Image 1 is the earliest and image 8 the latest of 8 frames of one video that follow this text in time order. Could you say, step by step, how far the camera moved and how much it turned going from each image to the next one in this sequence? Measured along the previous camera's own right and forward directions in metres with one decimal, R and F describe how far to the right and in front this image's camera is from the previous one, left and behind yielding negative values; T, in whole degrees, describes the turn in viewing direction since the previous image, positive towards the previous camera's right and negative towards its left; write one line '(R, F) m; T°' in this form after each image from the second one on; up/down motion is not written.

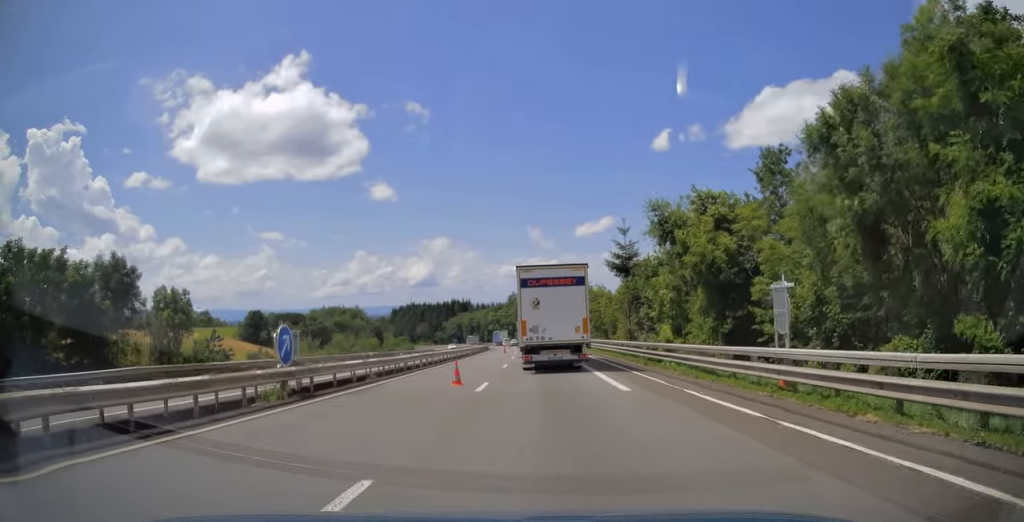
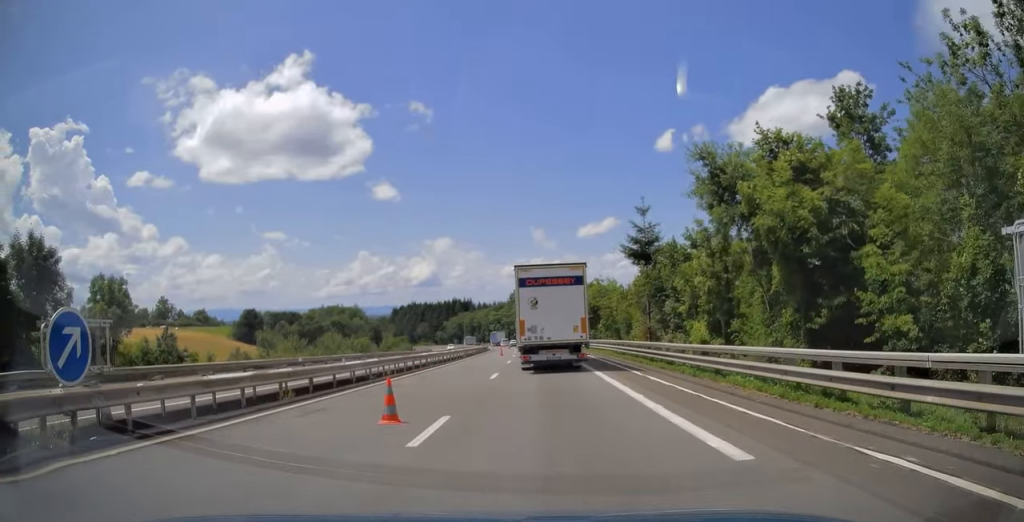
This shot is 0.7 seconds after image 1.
(0.0, +8.1) m; 0°
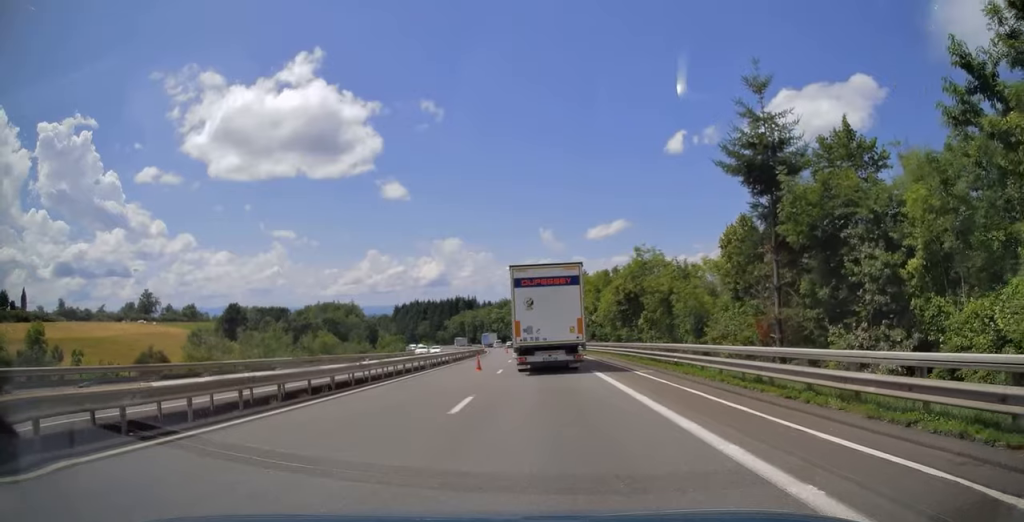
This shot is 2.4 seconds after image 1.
(-0.2, +22.1) m; -1°
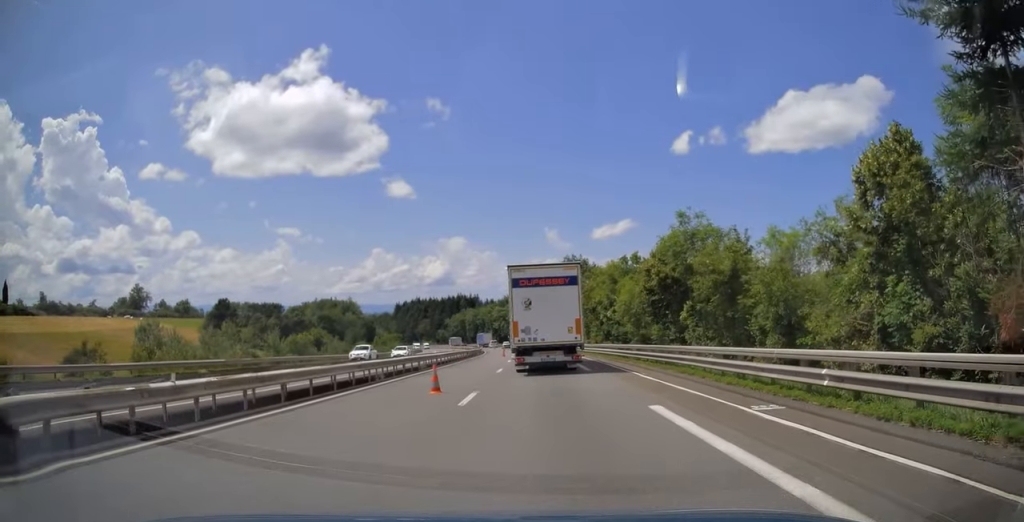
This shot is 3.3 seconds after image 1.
(+0.3, +11.8) m; 0°
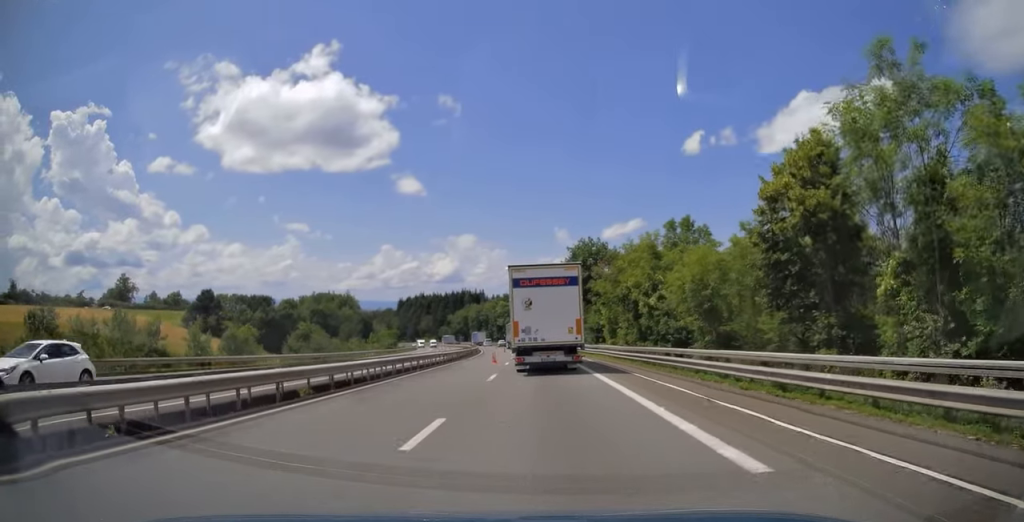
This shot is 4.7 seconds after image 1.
(-0.6, +18.3) m; -2°
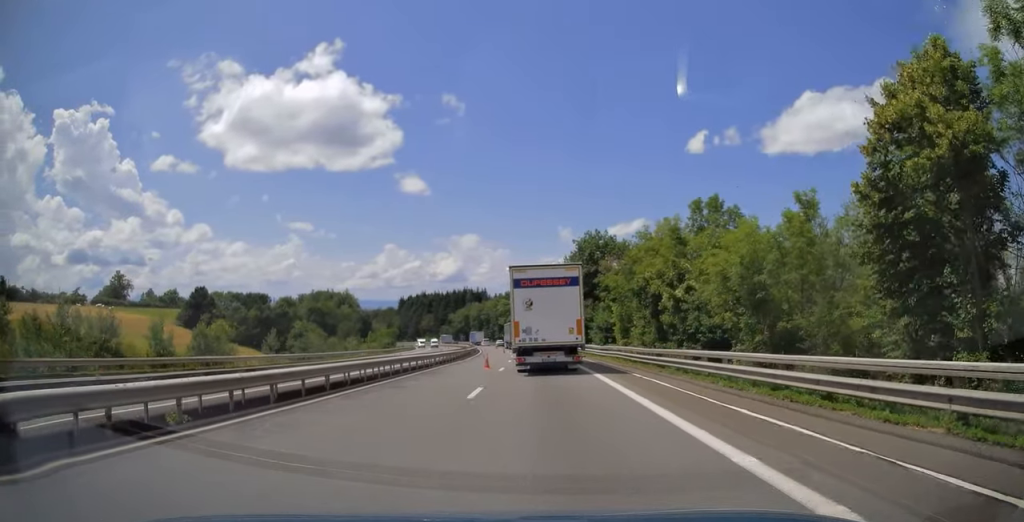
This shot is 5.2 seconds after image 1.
(-0.1, +6.4) m; +1°
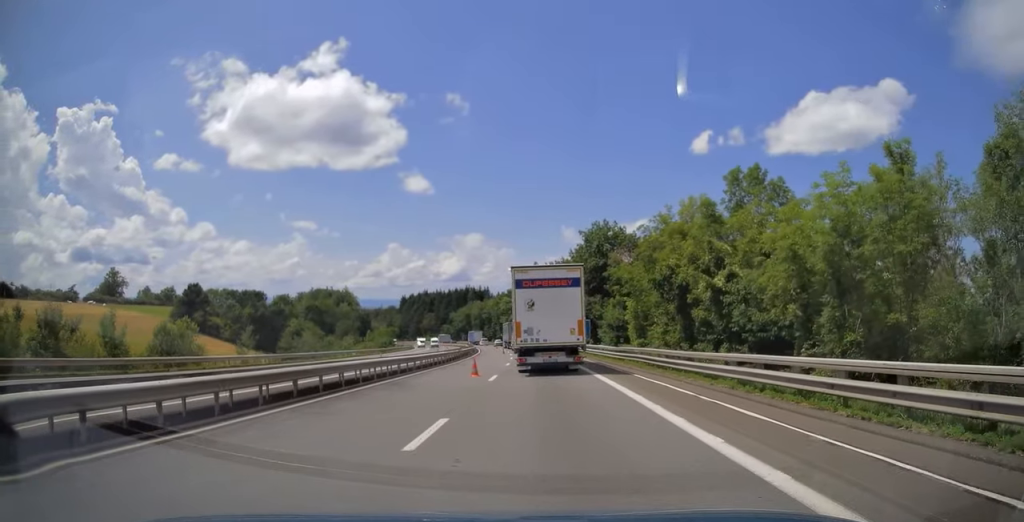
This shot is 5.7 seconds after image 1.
(+0.1, +6.7) m; 0°
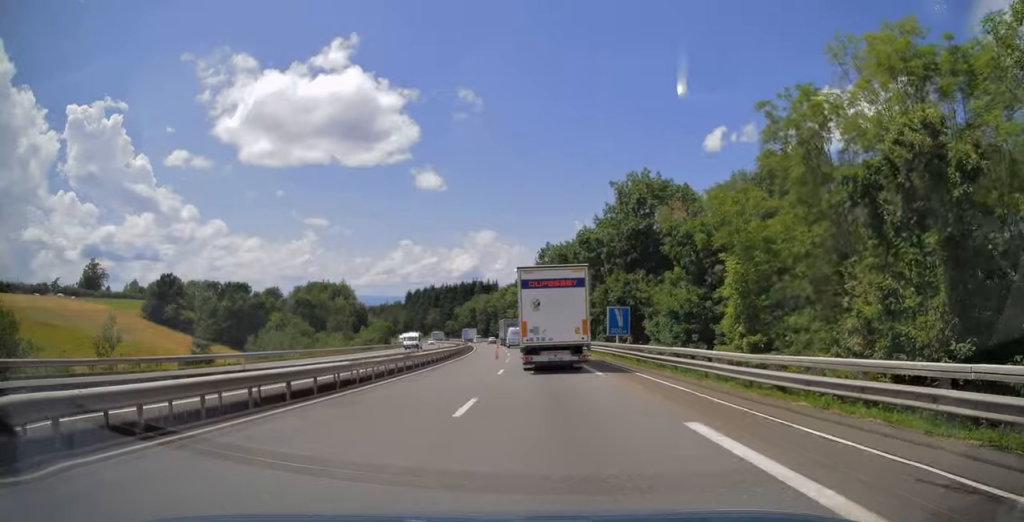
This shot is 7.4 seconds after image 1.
(-0.4, +22.7) m; -3°
